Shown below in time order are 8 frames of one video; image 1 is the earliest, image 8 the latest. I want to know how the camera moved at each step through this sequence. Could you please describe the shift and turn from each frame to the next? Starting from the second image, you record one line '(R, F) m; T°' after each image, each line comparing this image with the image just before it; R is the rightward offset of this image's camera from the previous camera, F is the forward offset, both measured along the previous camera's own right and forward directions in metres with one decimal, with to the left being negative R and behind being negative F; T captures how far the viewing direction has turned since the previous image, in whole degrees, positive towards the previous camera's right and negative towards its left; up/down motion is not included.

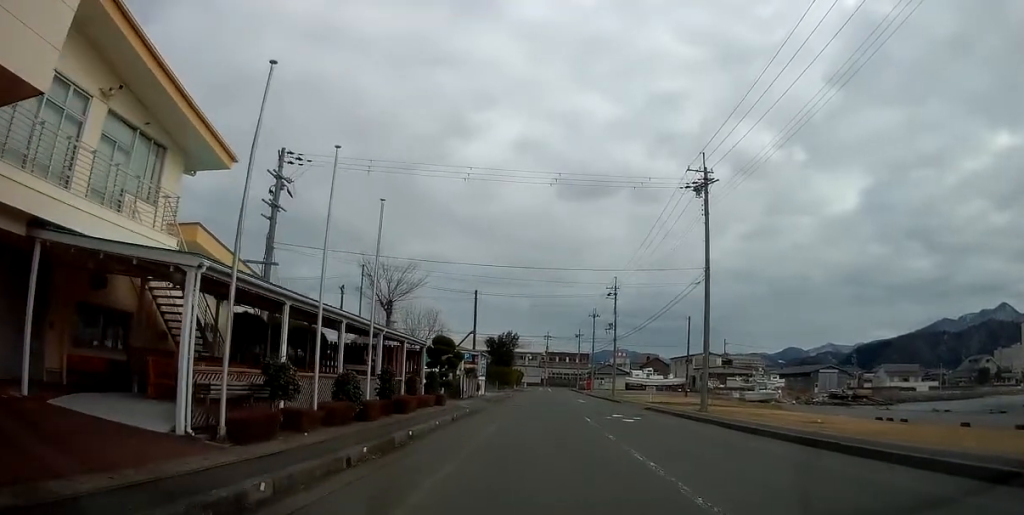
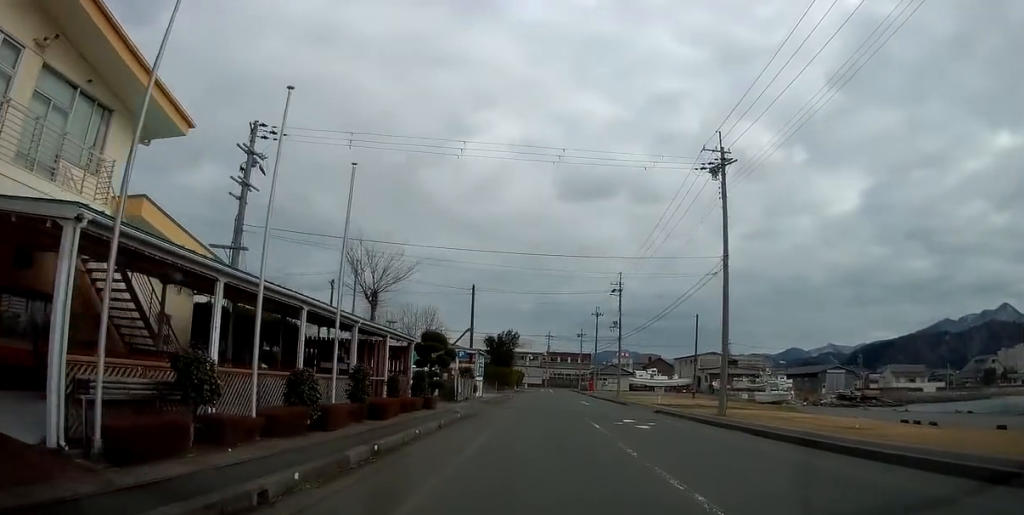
(-0.1, +3.1) m; -1°
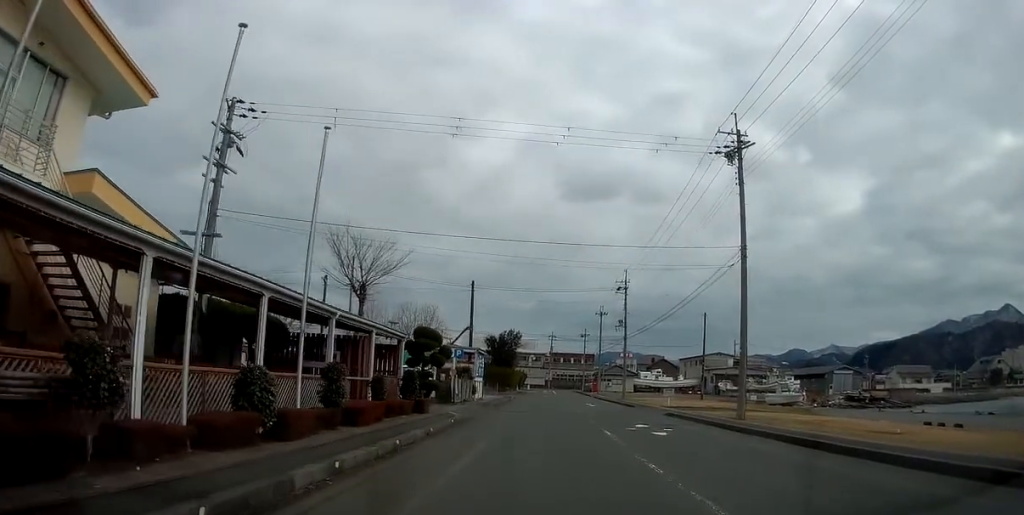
(0.0, +2.2) m; -1°
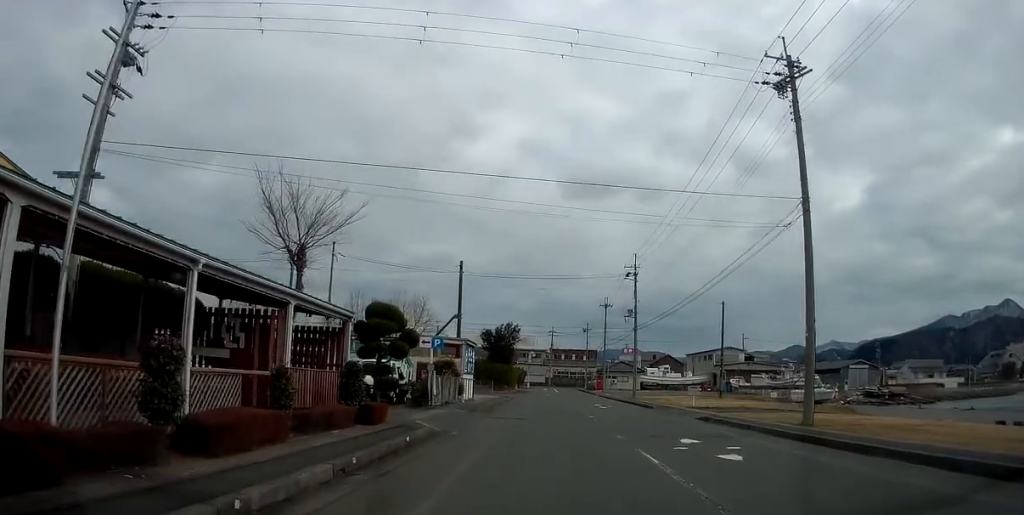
(-0.2, +6.4) m; -1°
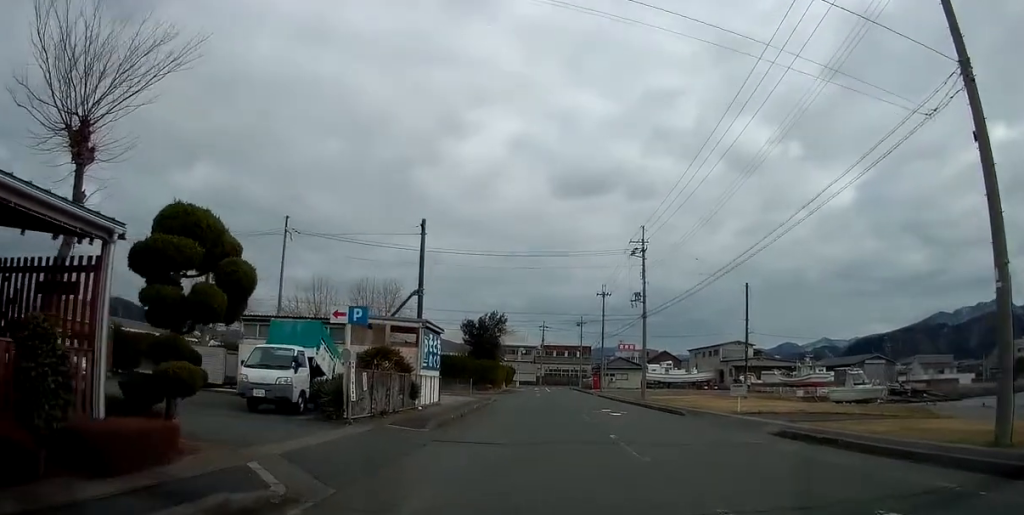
(+0.1, +10.2) m; -2°
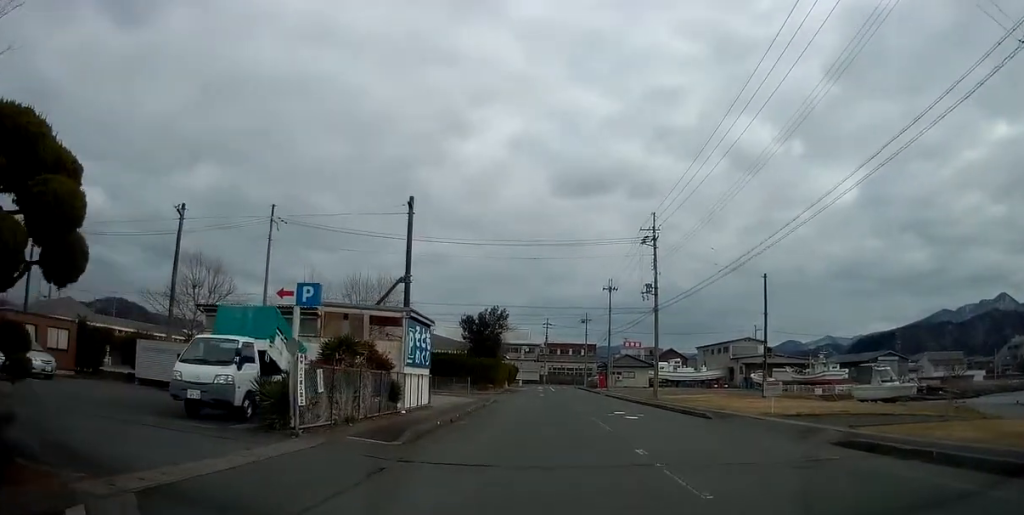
(-0.2, +4.1) m; -3°
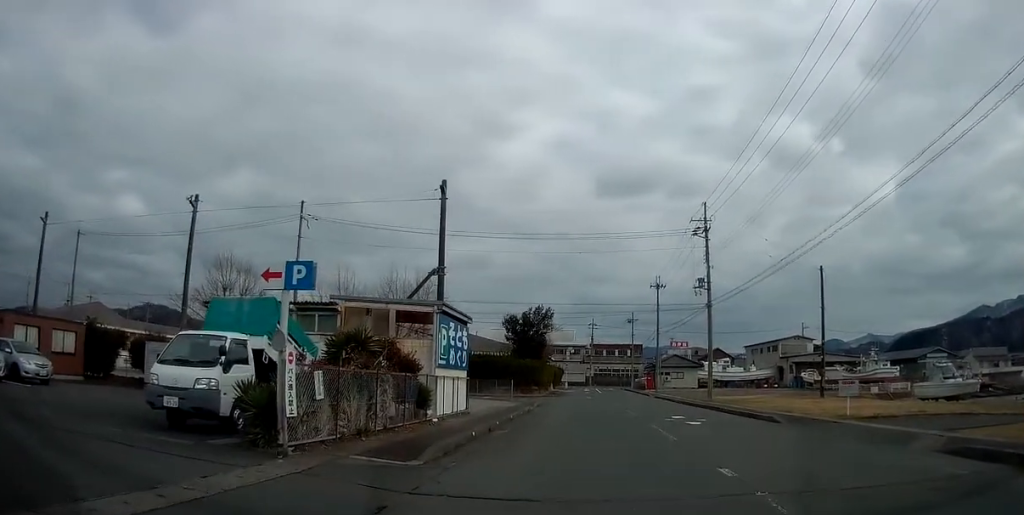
(0.0, +3.6) m; -11°
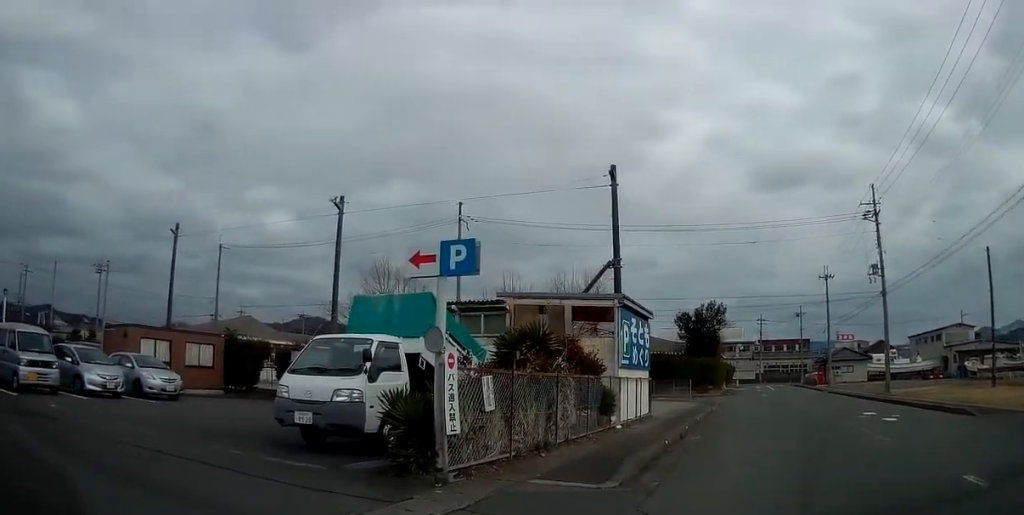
(-0.3, +2.2) m; -18°
